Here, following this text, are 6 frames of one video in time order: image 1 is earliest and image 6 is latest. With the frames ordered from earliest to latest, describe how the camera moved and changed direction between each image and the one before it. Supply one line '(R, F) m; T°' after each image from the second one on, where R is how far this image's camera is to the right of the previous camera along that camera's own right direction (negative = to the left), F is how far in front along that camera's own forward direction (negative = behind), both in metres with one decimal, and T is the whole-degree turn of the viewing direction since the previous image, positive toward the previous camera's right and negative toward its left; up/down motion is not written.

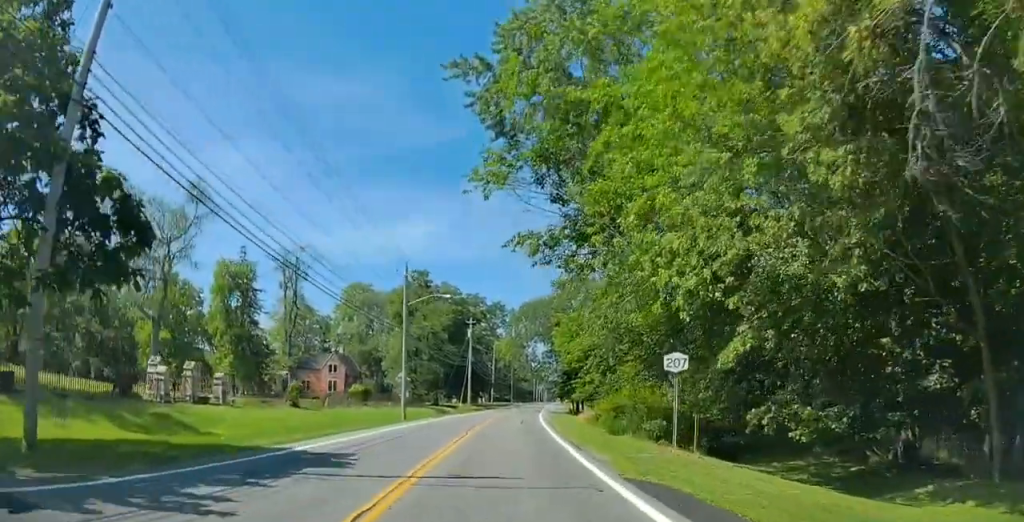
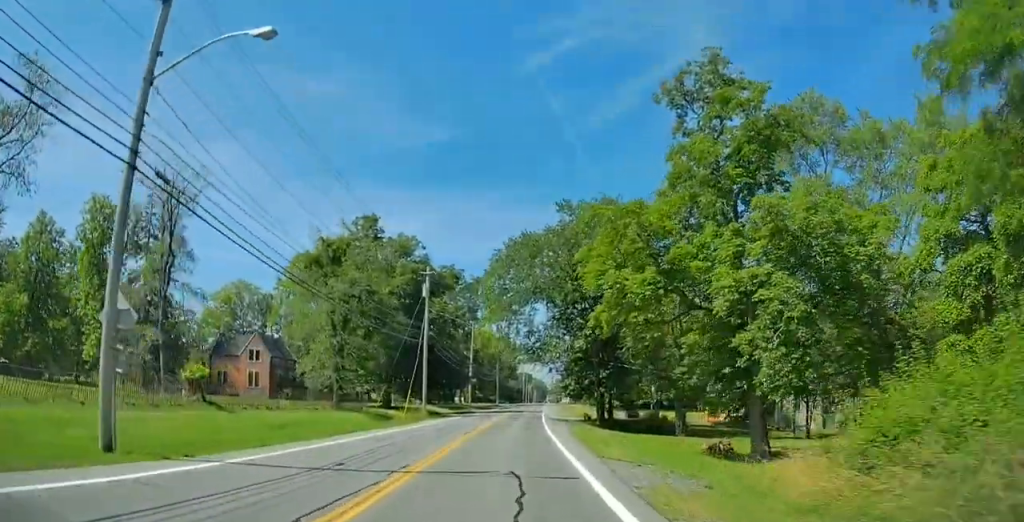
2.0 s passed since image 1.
(-0.2, +32.1) m; 0°
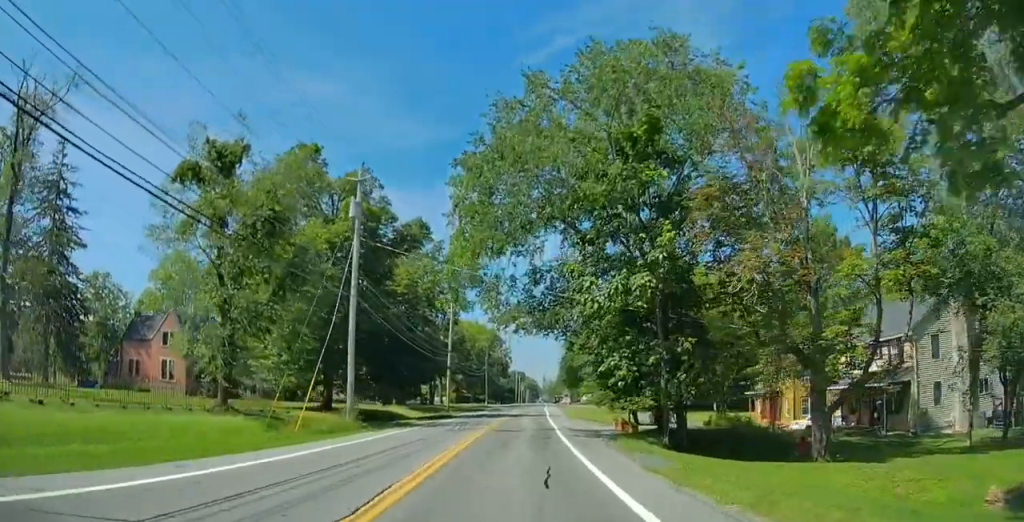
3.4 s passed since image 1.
(+0.3, +21.6) m; 0°
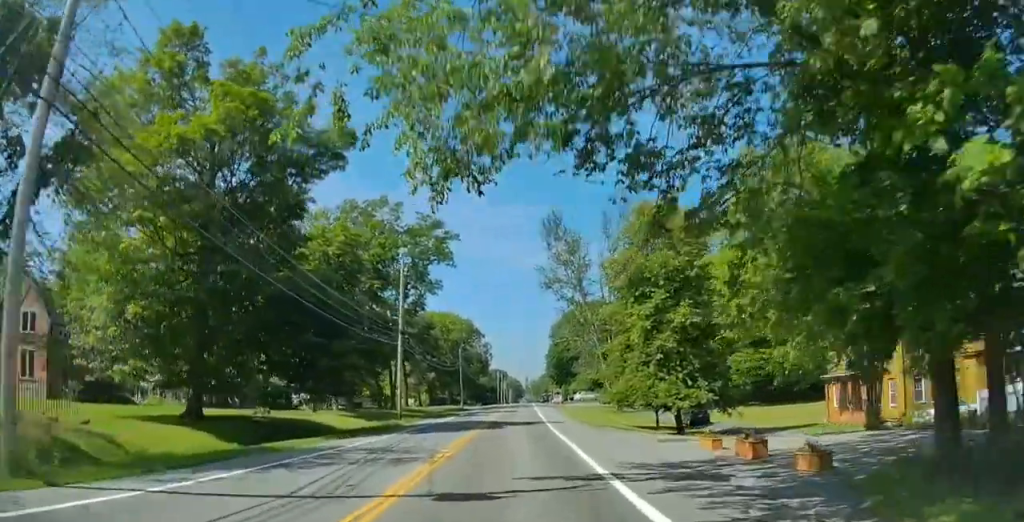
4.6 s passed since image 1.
(-0.2, +19.6) m; +1°
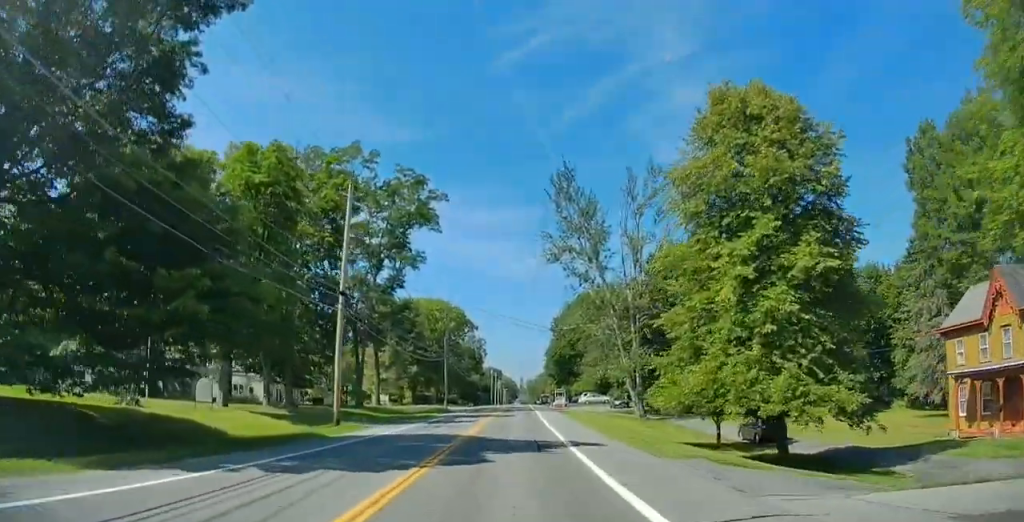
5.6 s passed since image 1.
(+0.5, +16.3) m; +1°
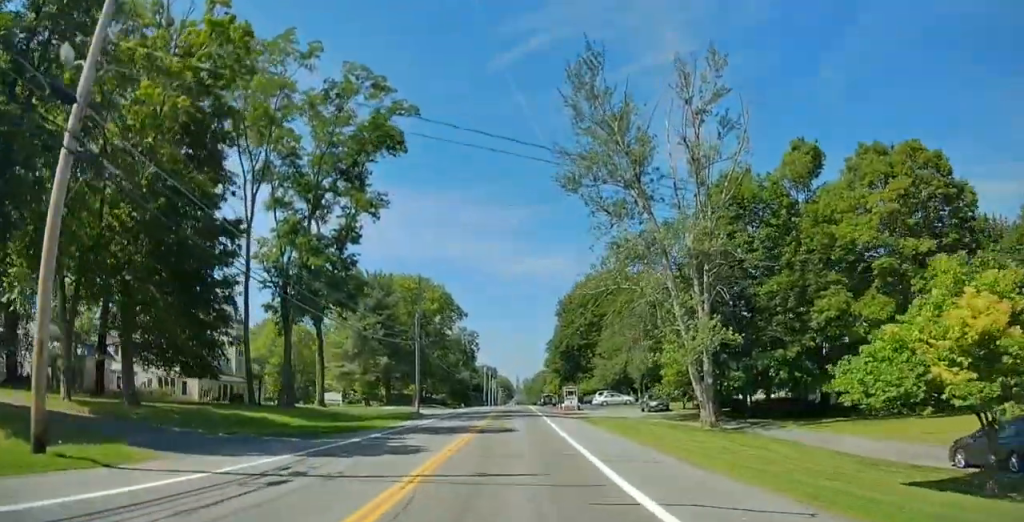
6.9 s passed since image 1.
(-0.1, +21.3) m; +1°
